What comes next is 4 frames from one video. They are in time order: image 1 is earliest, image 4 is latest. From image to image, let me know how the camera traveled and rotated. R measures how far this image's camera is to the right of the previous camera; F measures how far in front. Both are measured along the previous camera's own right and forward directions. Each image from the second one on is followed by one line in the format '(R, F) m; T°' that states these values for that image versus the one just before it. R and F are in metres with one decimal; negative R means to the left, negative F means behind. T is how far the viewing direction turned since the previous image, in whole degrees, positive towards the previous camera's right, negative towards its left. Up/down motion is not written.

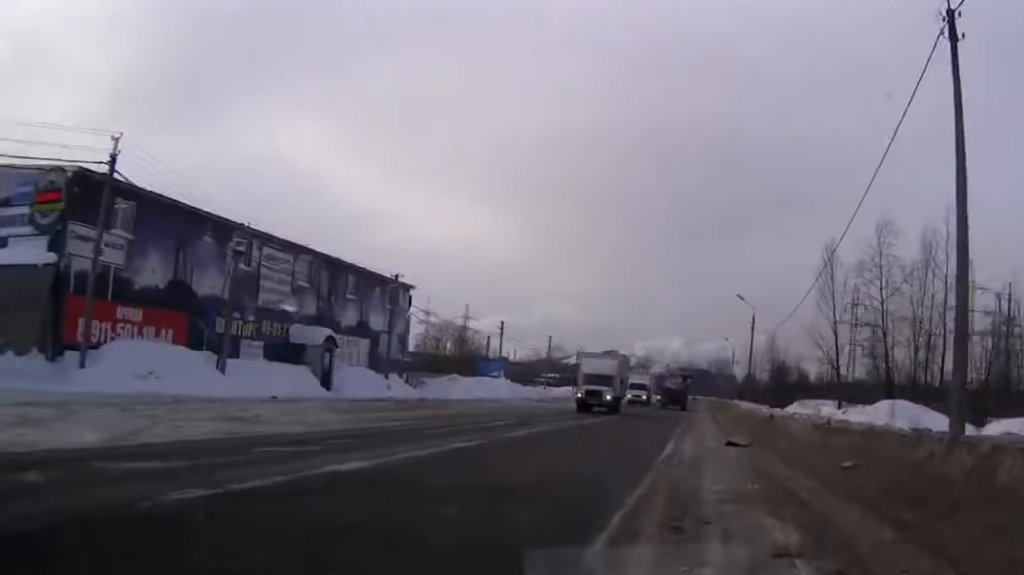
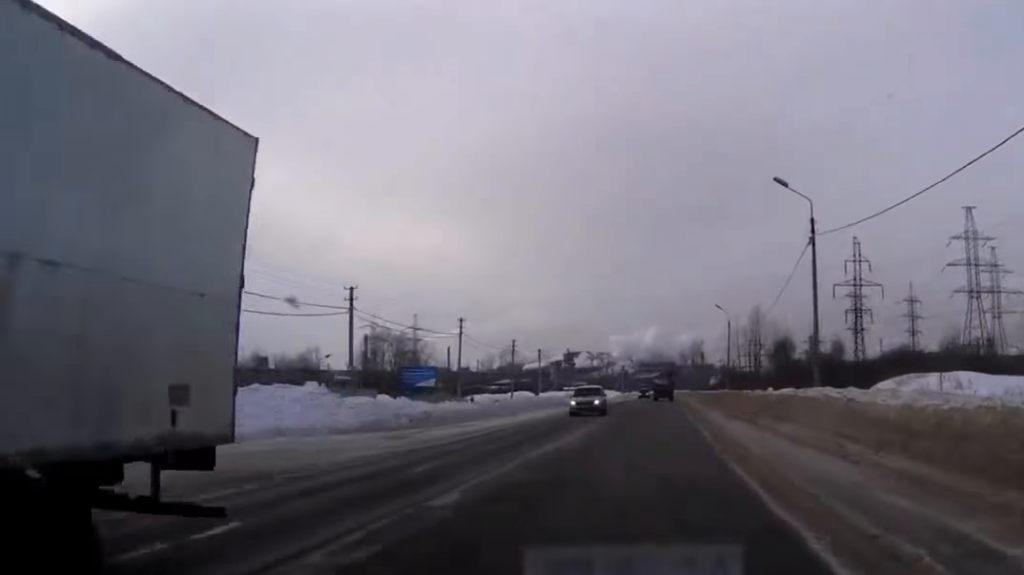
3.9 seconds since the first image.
(+1.1, +33.3) m; +4°
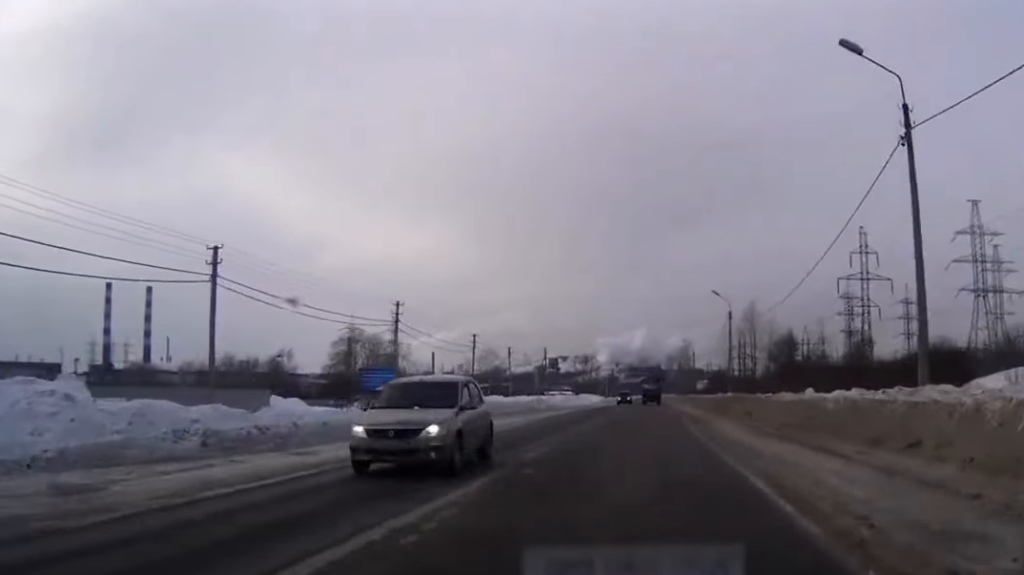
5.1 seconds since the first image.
(0.0, +13.6) m; 0°
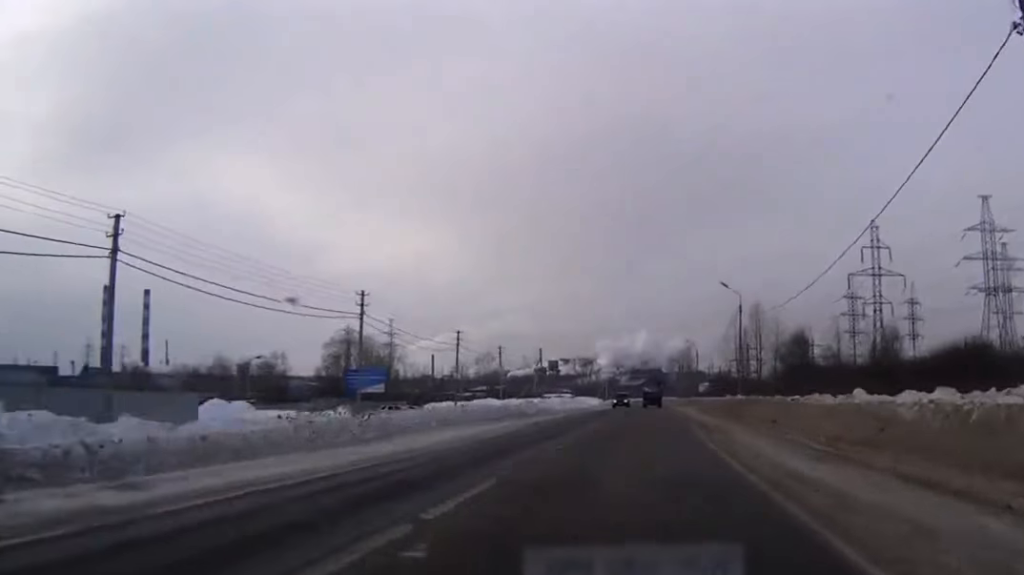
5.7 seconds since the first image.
(0.0, +7.0) m; 0°
